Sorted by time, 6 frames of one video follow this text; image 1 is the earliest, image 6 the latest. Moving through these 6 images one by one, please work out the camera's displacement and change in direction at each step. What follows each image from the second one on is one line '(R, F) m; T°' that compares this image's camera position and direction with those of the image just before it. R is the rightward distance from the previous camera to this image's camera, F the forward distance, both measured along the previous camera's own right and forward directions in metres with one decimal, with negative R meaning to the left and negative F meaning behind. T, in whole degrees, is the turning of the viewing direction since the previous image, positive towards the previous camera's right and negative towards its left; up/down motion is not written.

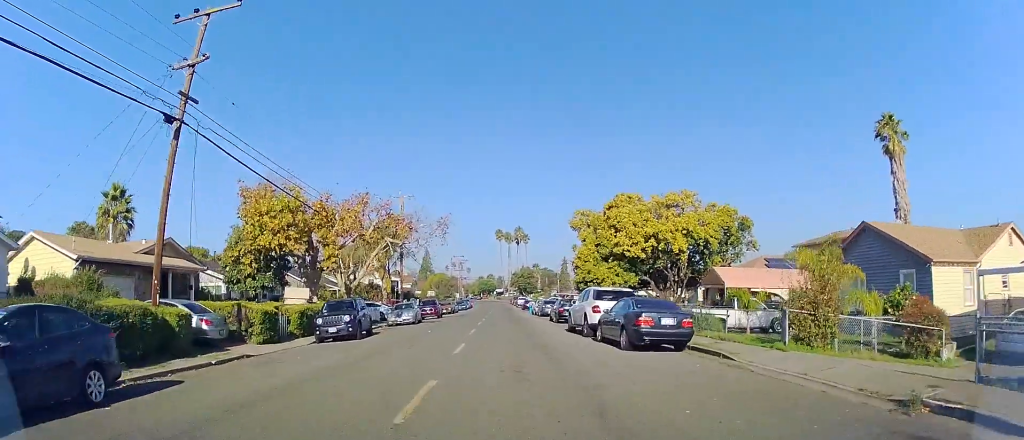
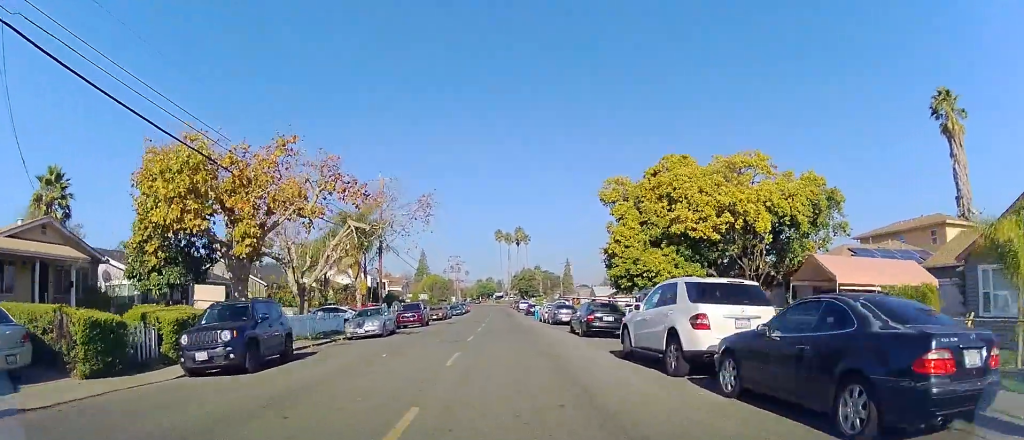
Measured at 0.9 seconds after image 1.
(-0.2, +9.3) m; -1°
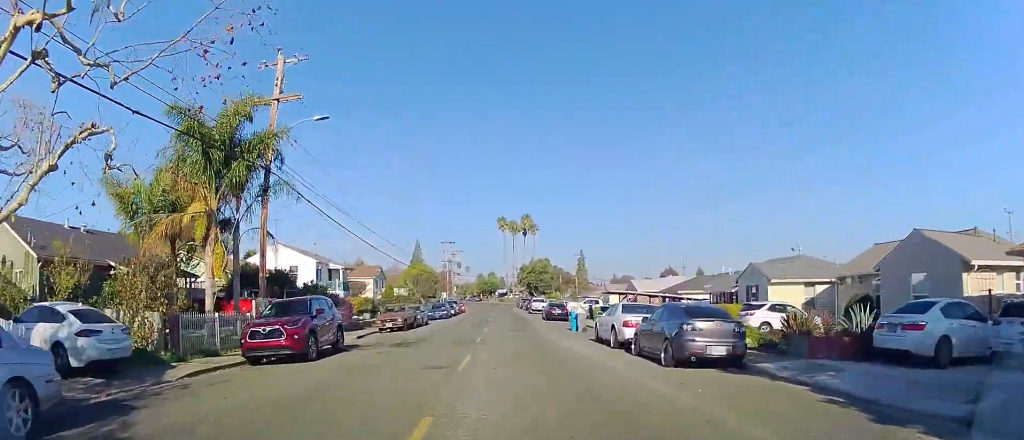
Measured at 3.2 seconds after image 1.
(+0.5, +23.1) m; +2°
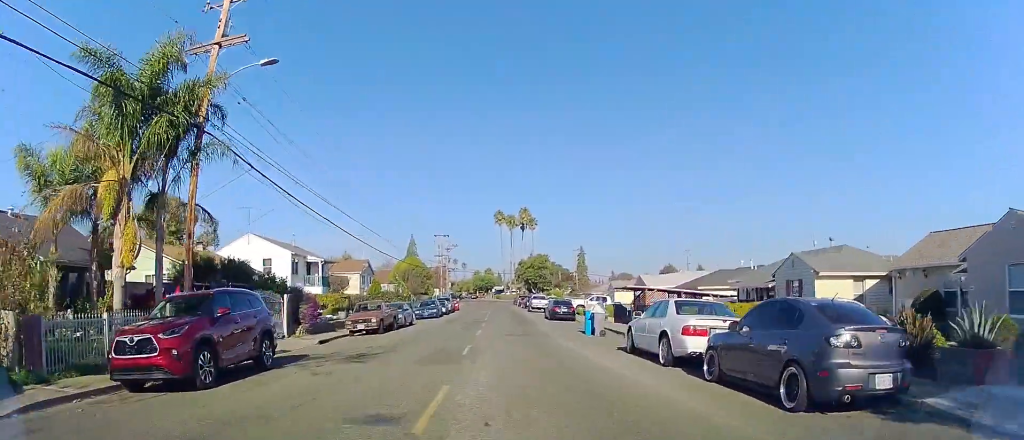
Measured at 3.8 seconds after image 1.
(0.0, +5.4) m; 0°
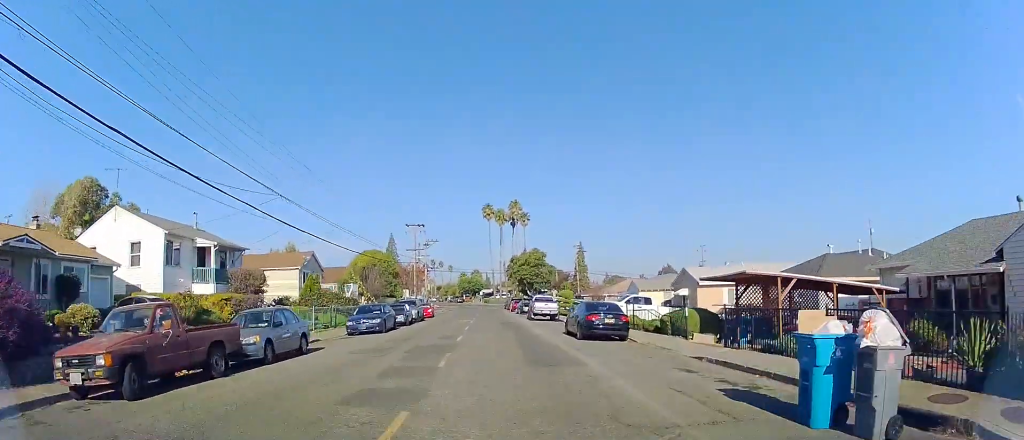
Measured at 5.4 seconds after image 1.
(-0.5, +17.1) m; -1°
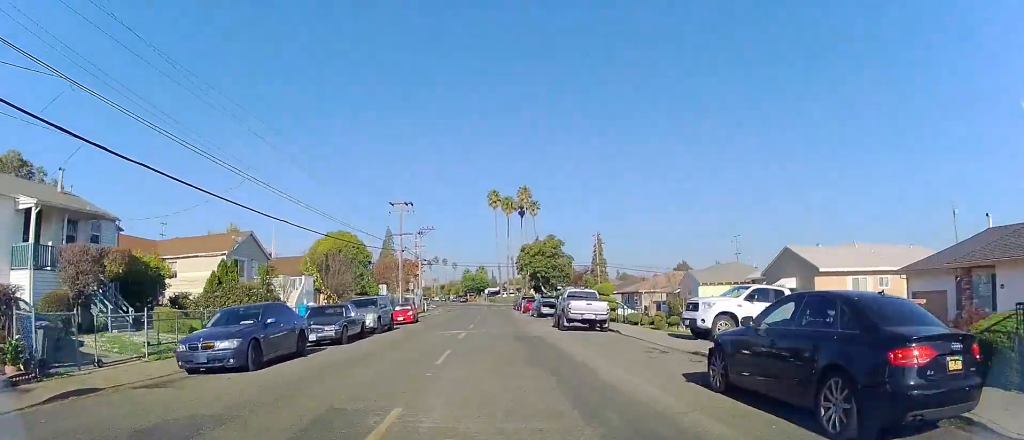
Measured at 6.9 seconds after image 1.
(+0.4, +14.6) m; 0°
